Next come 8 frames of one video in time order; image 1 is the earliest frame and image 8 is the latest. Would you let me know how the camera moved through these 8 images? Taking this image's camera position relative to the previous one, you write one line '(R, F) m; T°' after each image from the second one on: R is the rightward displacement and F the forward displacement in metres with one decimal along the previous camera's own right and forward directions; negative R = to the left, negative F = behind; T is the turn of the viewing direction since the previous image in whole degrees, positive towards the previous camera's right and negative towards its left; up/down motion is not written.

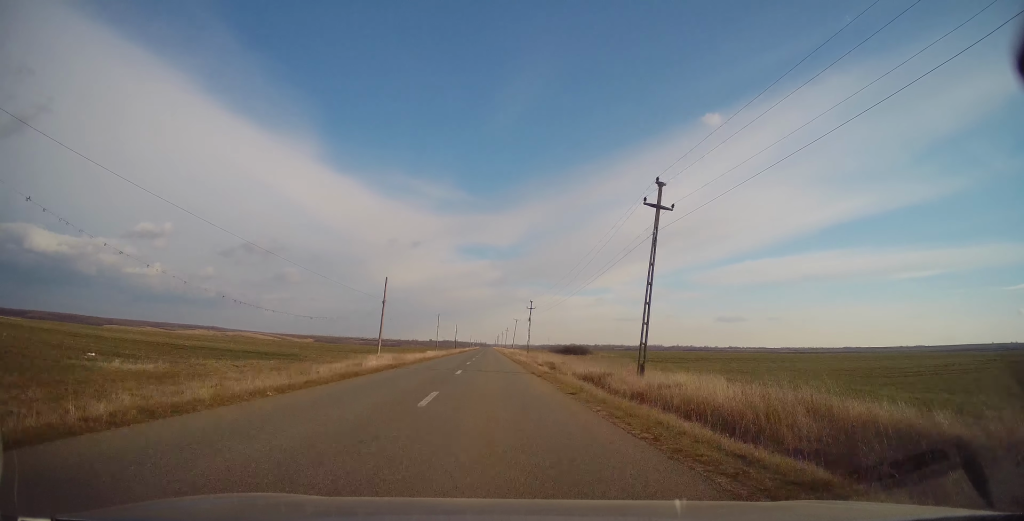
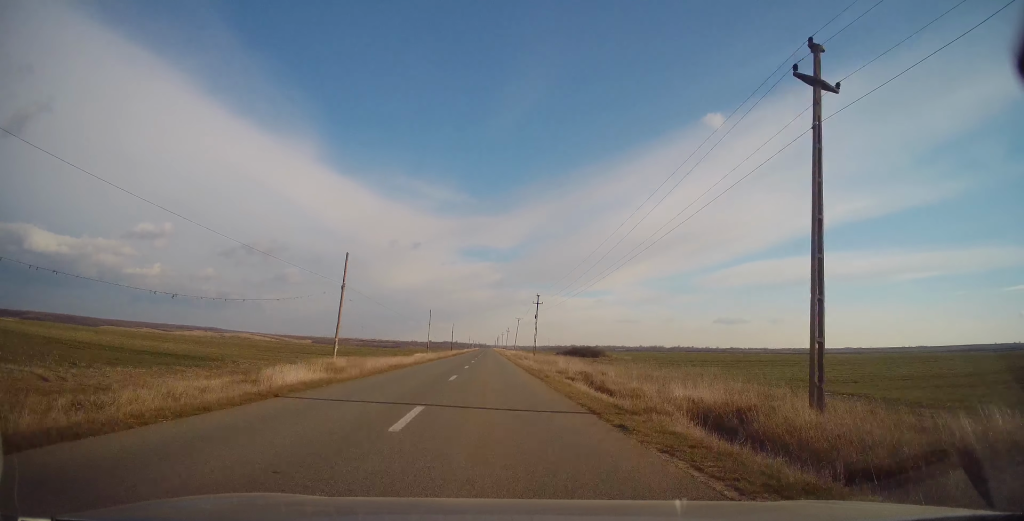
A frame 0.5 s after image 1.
(0.0, +15.0) m; 0°
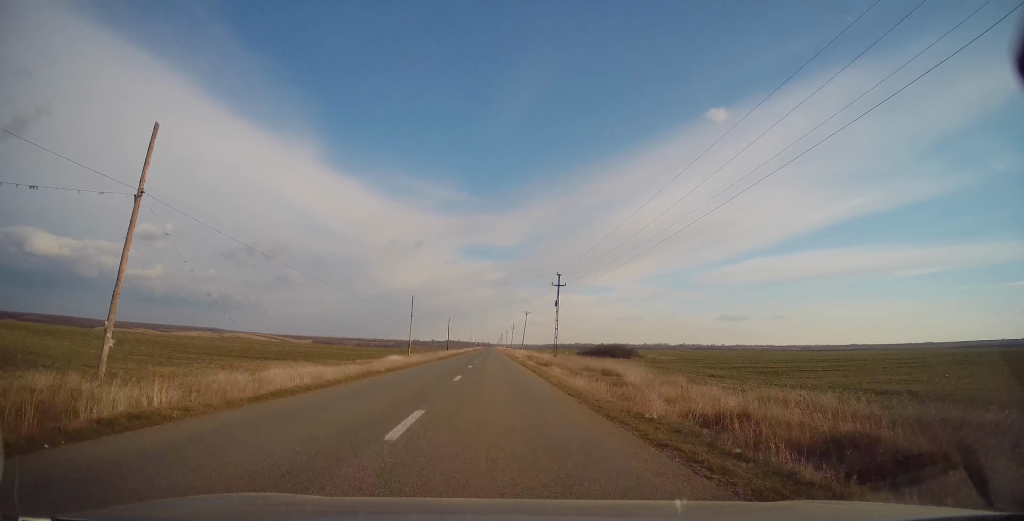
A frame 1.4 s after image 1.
(0.0, +23.4) m; 0°
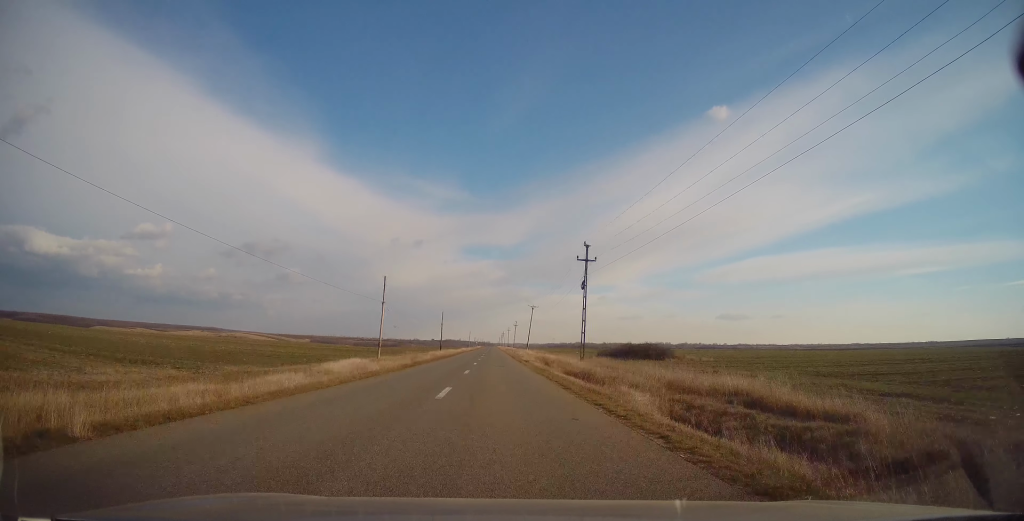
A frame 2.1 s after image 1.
(+0.2, +18.6) m; -1°
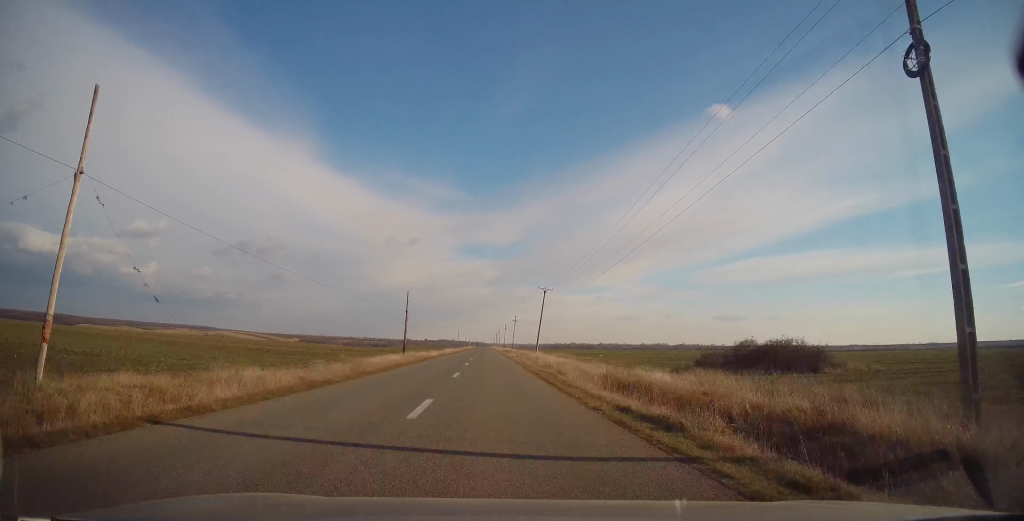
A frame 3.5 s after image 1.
(-0.4, +37.1) m; 0°
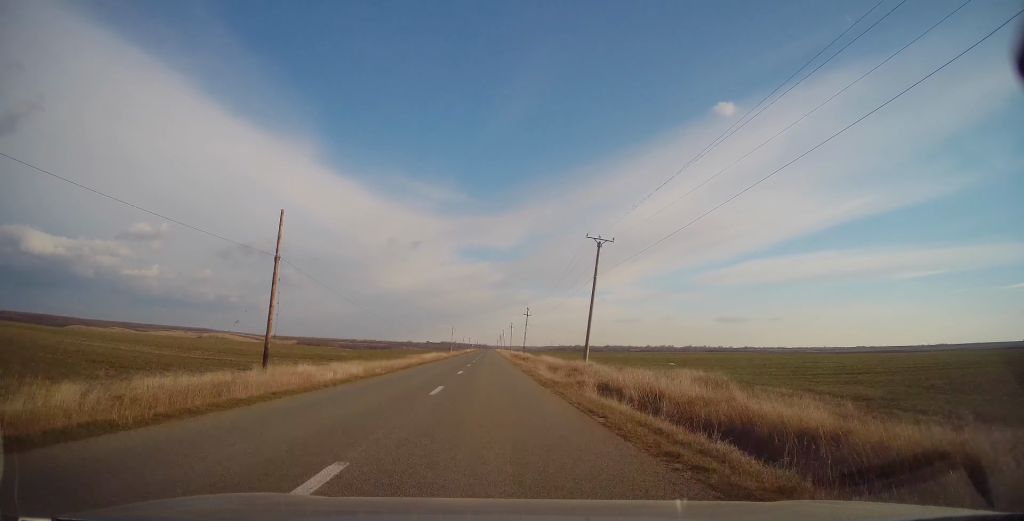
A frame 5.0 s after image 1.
(0.0, +39.9) m; +1°
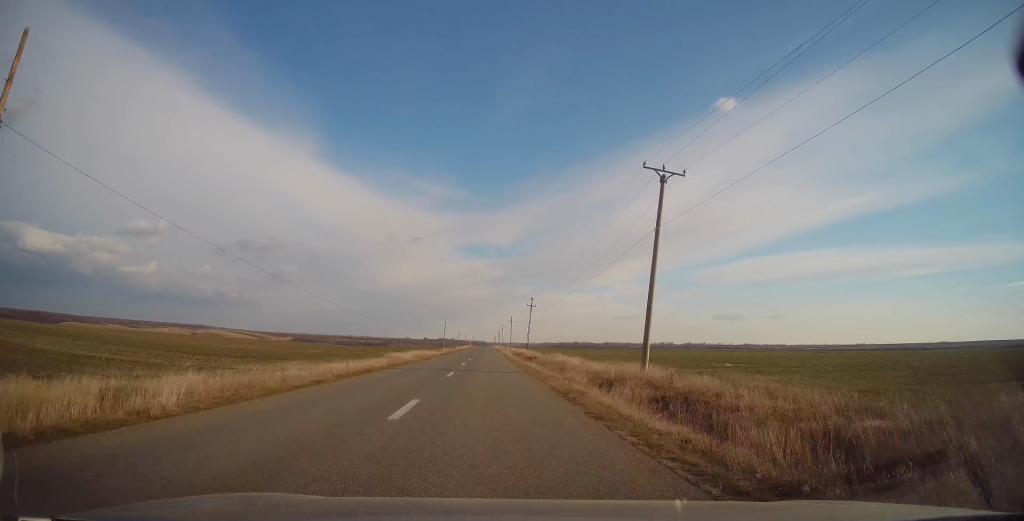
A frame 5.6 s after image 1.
(+0.3, +16.2) m; 0°
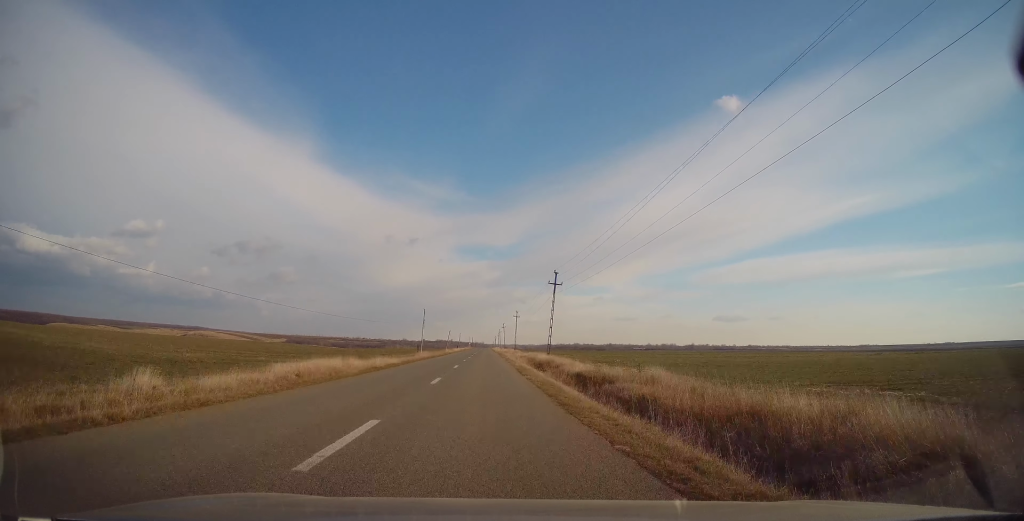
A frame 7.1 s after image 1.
(-0.3, +37.3) m; 0°
